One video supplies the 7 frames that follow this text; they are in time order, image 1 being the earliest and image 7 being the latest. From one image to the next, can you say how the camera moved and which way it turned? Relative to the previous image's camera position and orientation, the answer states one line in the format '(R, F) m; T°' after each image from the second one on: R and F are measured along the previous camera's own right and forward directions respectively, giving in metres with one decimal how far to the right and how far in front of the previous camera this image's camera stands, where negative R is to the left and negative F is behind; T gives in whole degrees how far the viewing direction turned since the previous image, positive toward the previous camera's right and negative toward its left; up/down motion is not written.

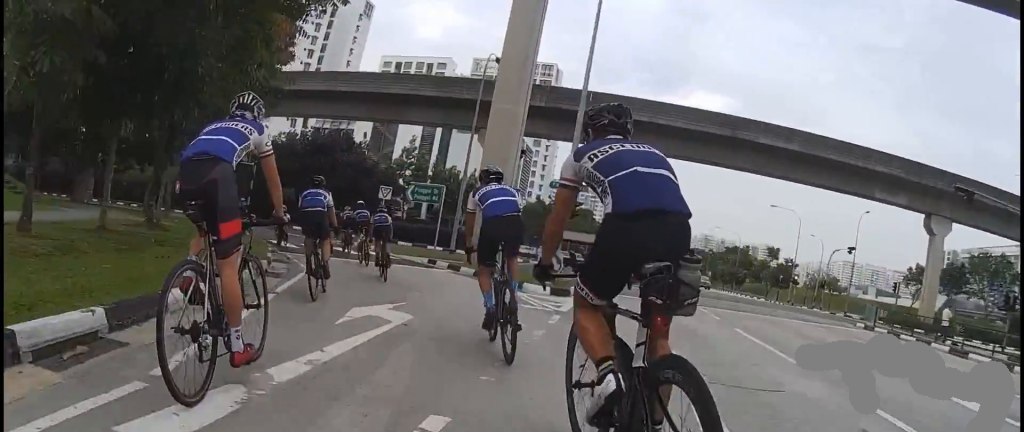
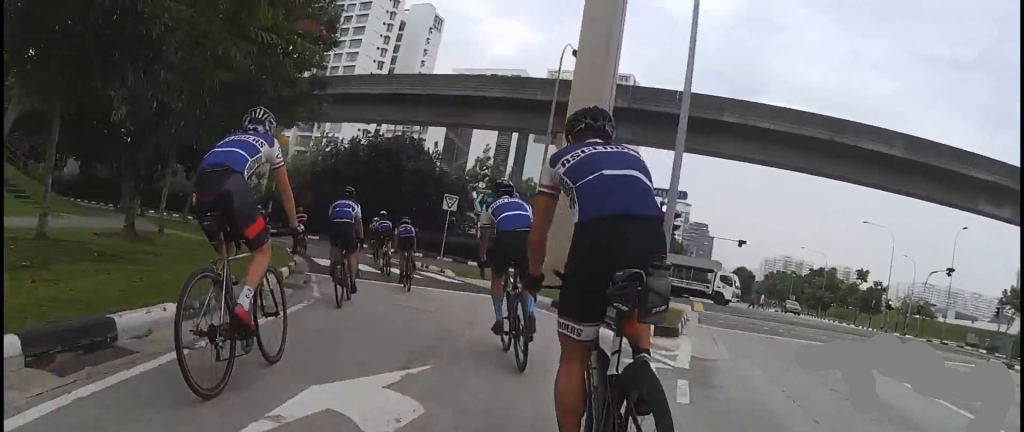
(-0.4, +2.9) m; -6°
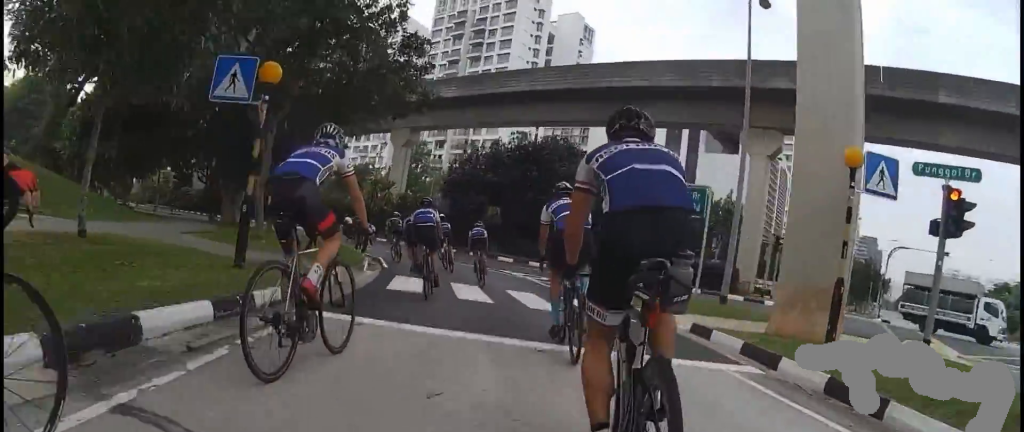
(+0.3, +6.6) m; +1°
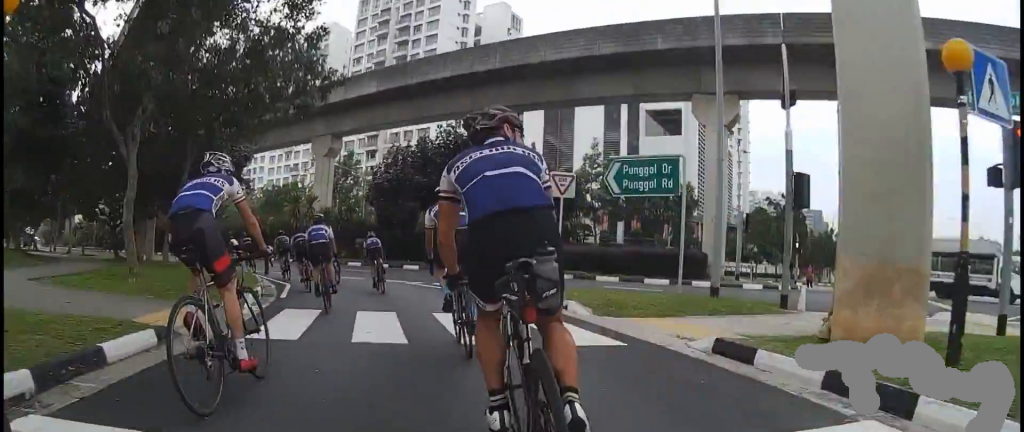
(-0.1, +3.2) m; -4°
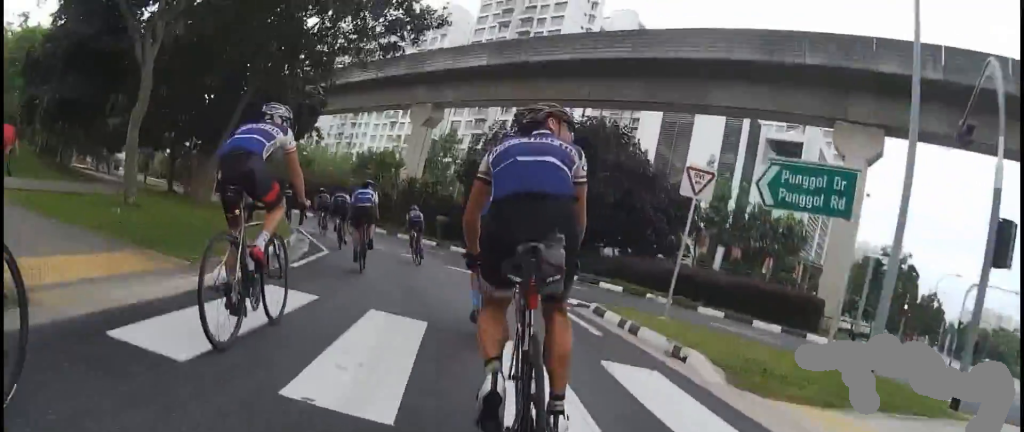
(+0.2, +3.2) m; -4°
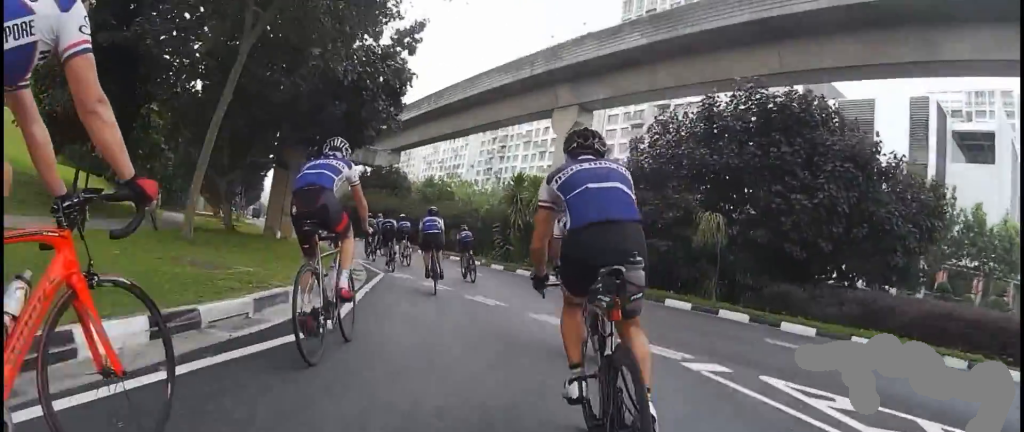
(-1.0, +7.8) m; -19°
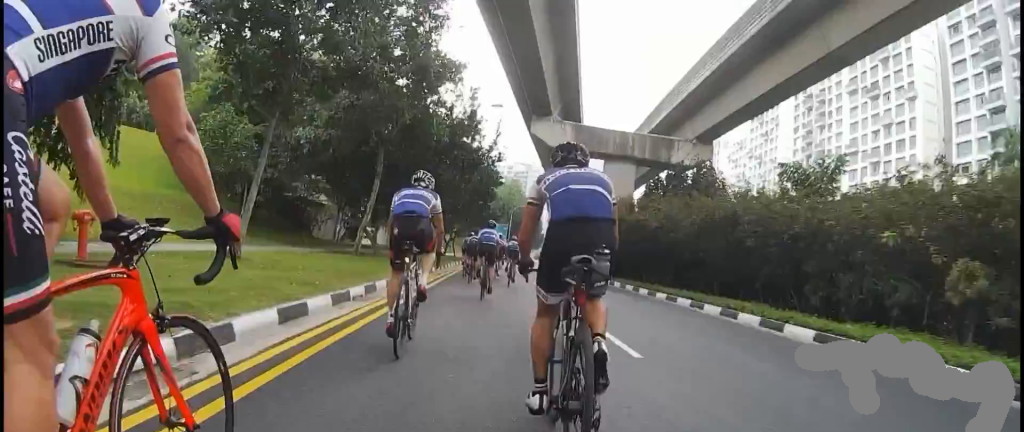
(-3.2, +24.5) m; -3°
